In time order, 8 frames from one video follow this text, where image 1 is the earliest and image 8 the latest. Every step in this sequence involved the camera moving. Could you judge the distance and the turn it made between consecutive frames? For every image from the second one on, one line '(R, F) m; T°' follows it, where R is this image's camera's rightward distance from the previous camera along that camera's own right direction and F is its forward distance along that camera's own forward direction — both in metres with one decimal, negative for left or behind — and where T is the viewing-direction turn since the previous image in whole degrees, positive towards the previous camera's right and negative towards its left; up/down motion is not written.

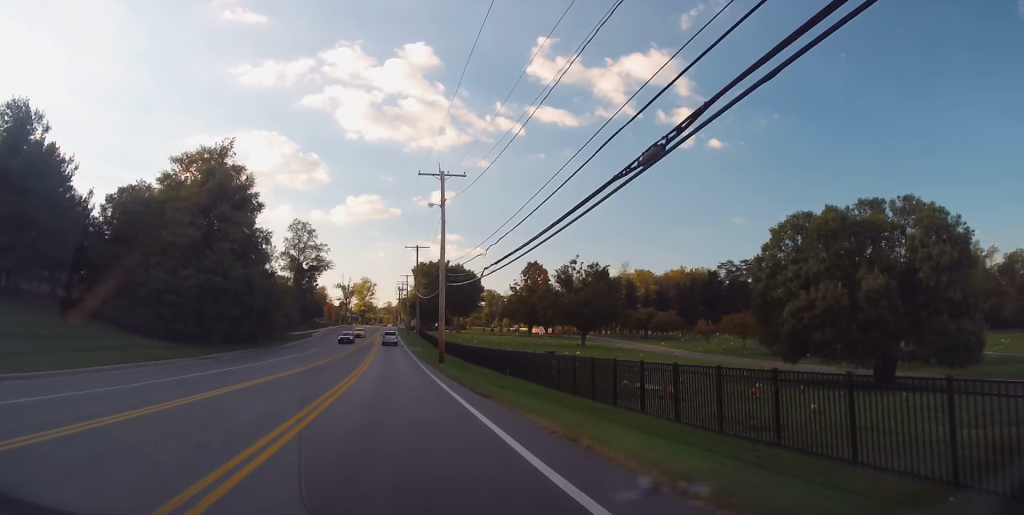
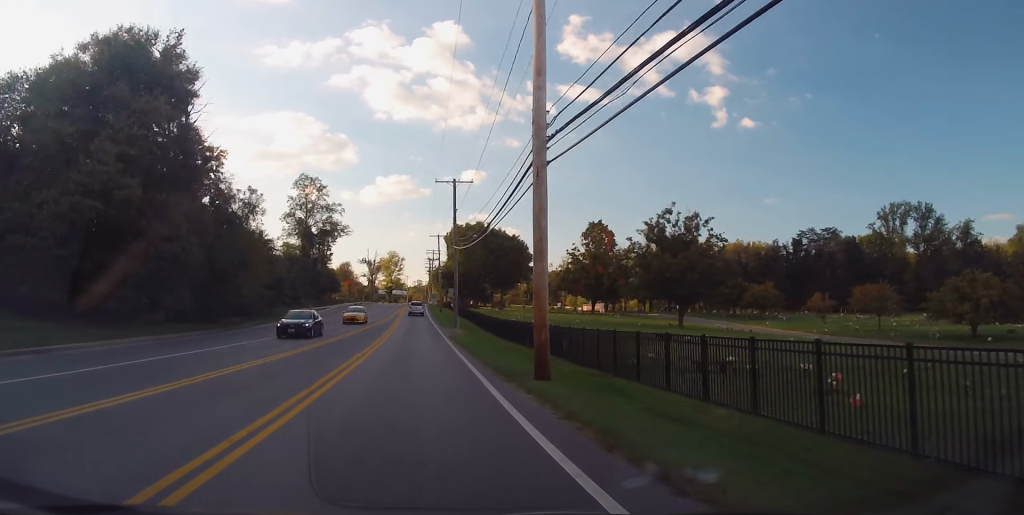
(-0.2, +25.1) m; 0°
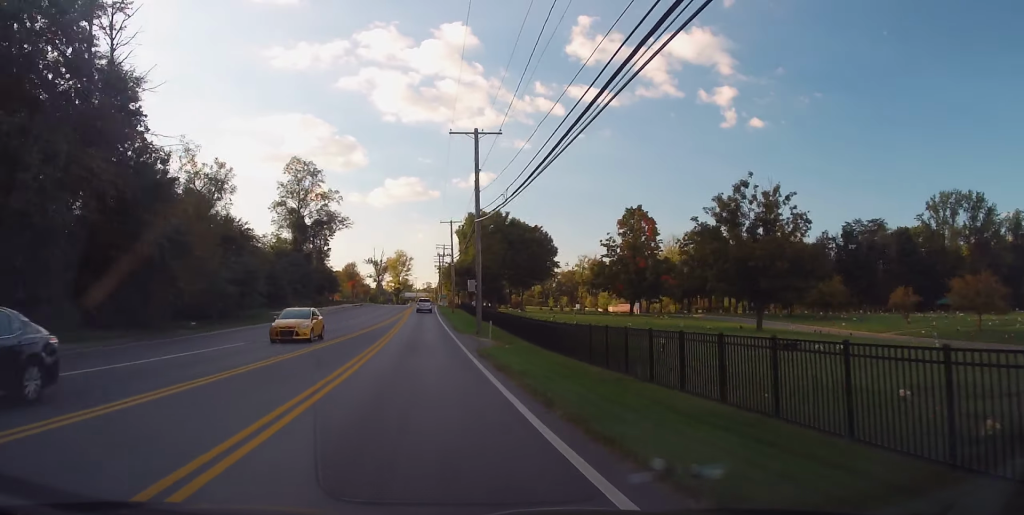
(+0.3, +14.6) m; 0°
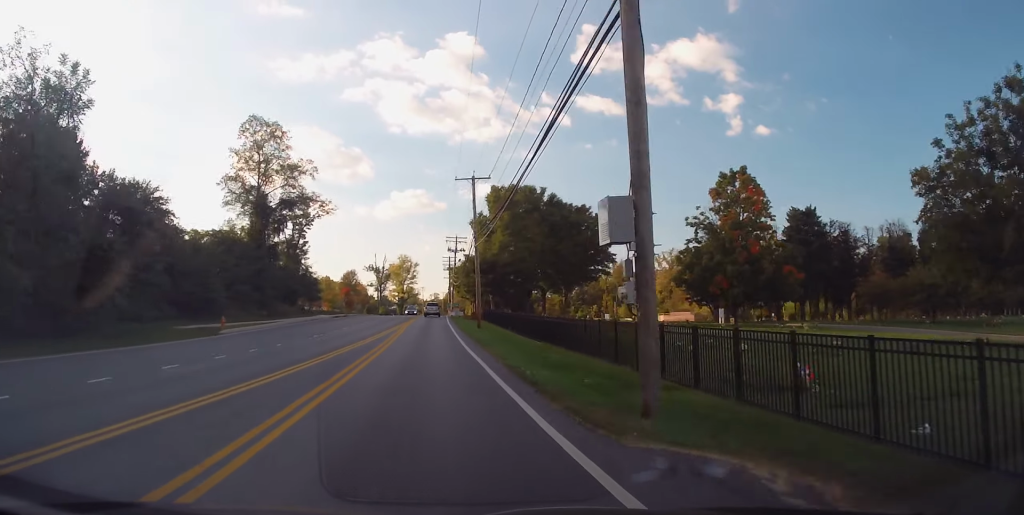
(-1.0, +27.4) m; -3°
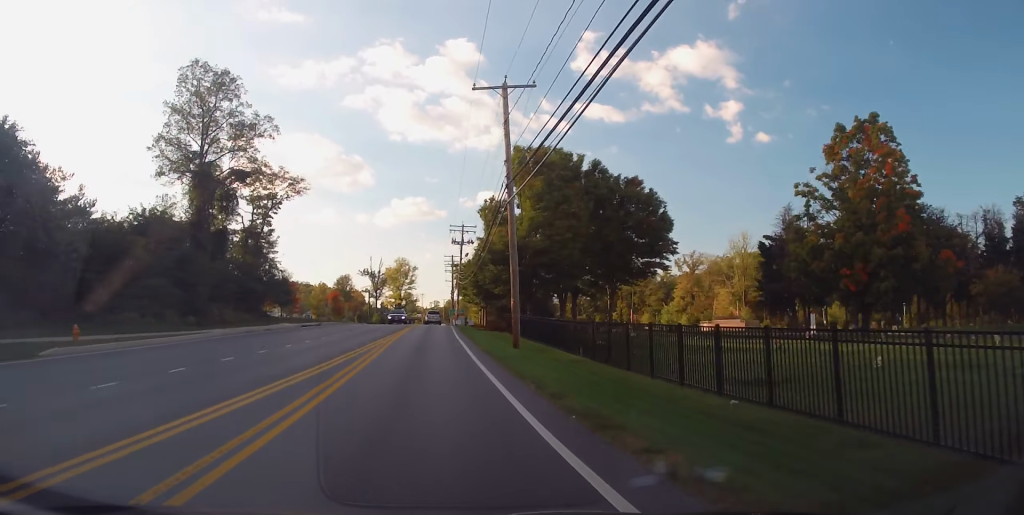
(-0.2, +19.0) m; 0°
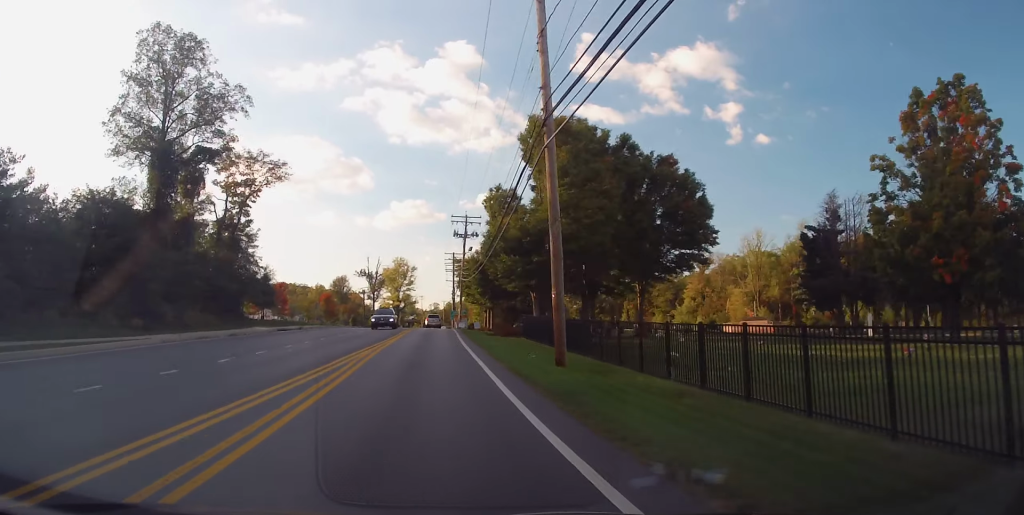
(+0.1, +8.3) m; 0°
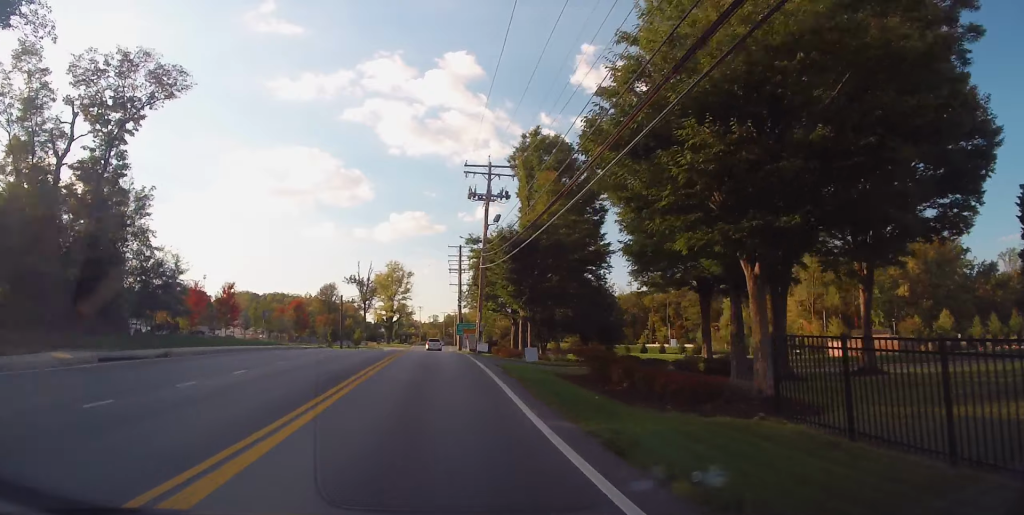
(+0.1, +26.7) m; +1°
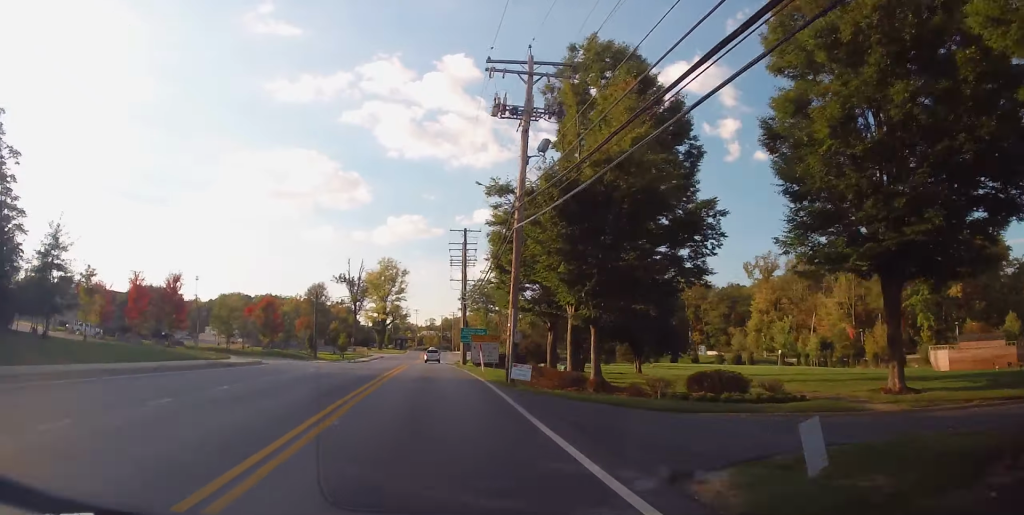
(+0.2, +16.7) m; -1°
